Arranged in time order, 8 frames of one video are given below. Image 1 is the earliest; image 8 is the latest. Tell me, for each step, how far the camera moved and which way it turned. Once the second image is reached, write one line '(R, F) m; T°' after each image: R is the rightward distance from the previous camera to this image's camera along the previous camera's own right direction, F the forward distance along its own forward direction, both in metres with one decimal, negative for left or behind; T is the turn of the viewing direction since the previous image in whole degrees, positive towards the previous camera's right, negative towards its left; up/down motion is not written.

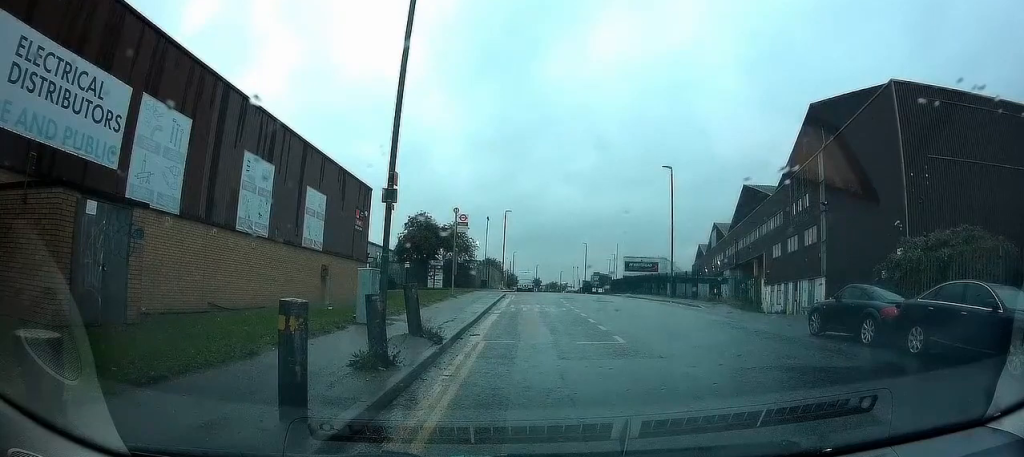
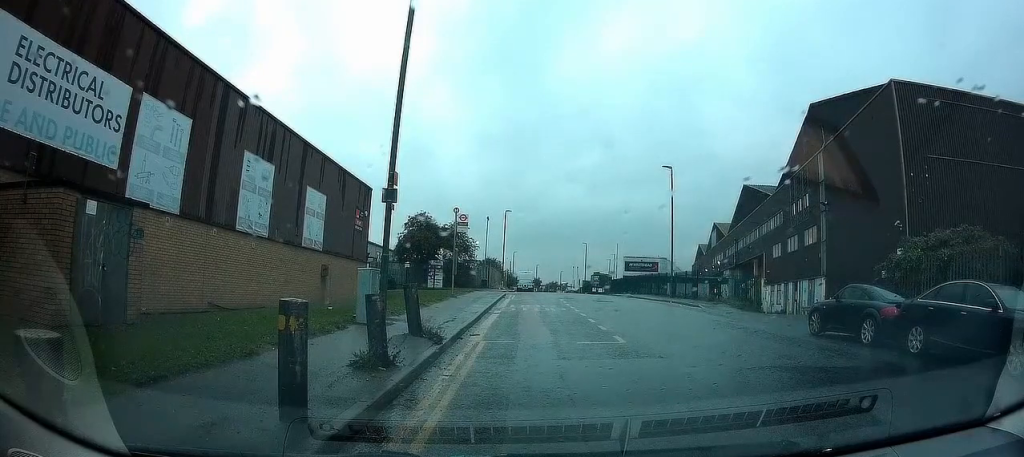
(0.0, 0.0) m; 0°
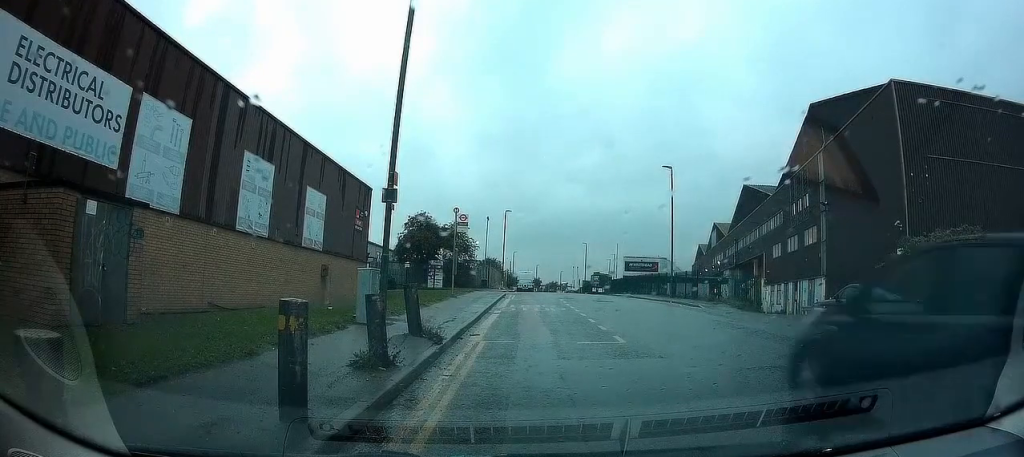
(0.0, 0.0) m; 0°
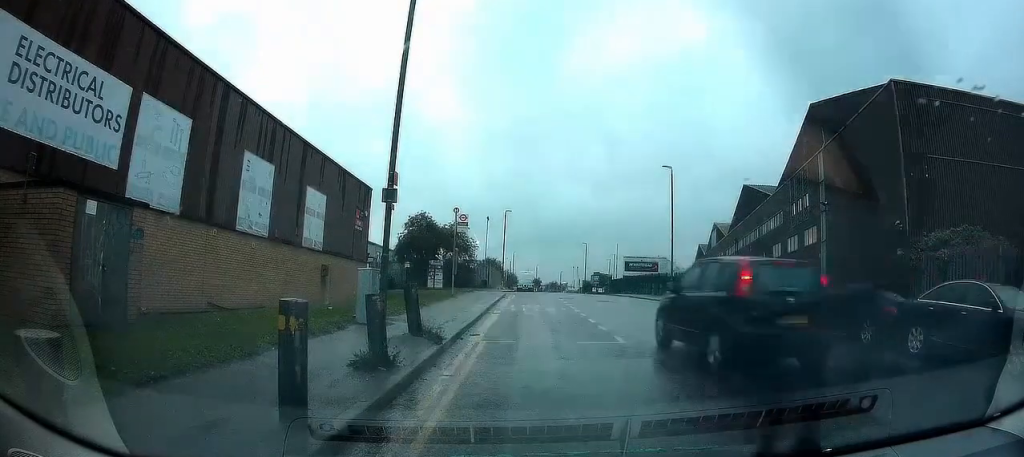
(0.0, 0.0) m; 0°
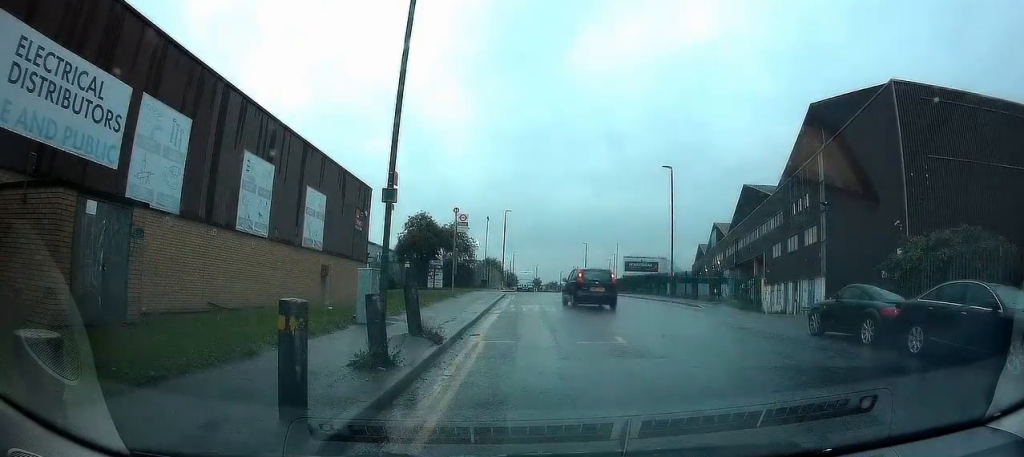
(0.0, 0.0) m; 0°
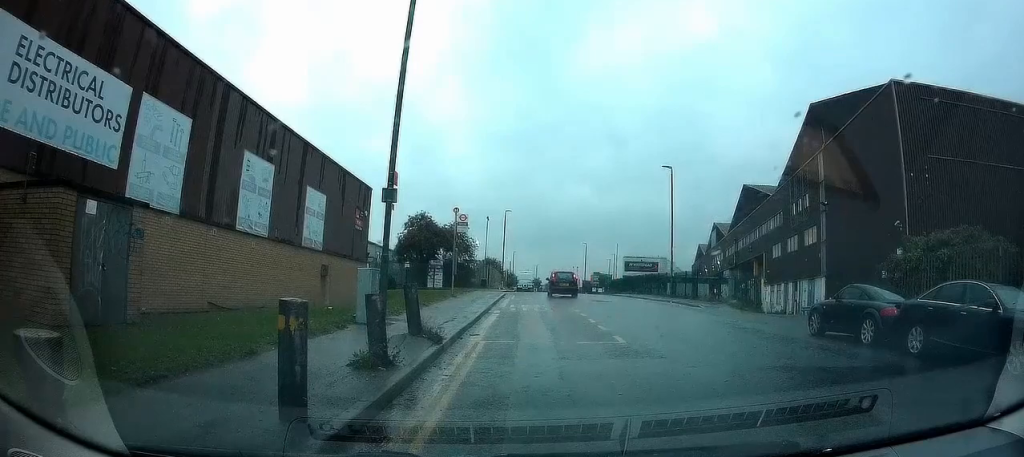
(0.0, 0.0) m; 0°
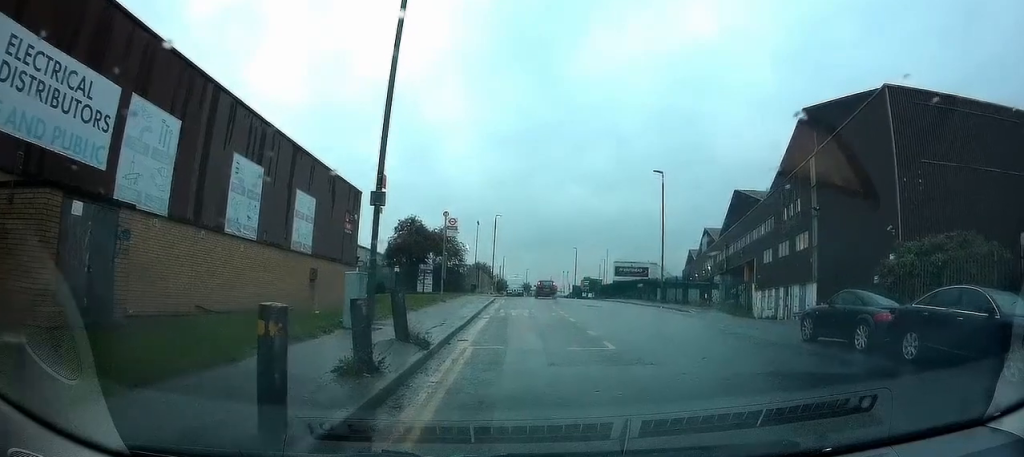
(0.0, +0.1) m; 0°
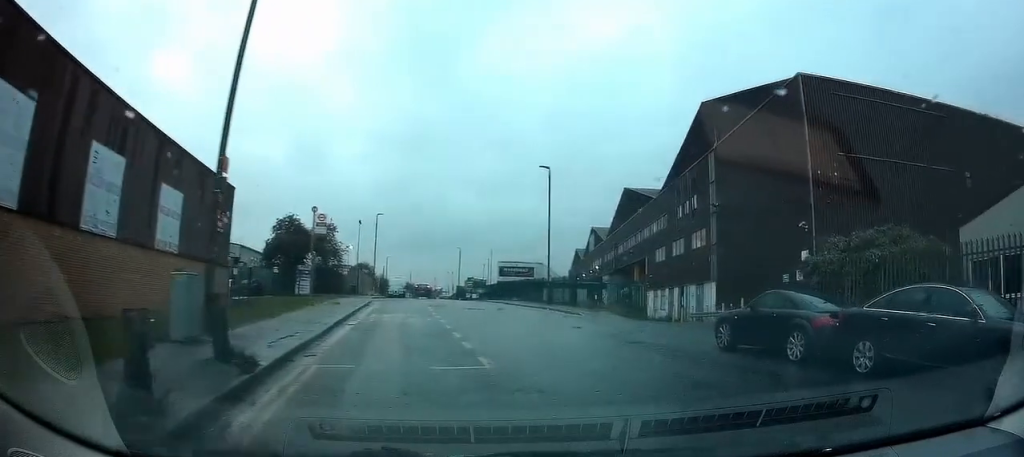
(0.0, +1.1) m; +4°
